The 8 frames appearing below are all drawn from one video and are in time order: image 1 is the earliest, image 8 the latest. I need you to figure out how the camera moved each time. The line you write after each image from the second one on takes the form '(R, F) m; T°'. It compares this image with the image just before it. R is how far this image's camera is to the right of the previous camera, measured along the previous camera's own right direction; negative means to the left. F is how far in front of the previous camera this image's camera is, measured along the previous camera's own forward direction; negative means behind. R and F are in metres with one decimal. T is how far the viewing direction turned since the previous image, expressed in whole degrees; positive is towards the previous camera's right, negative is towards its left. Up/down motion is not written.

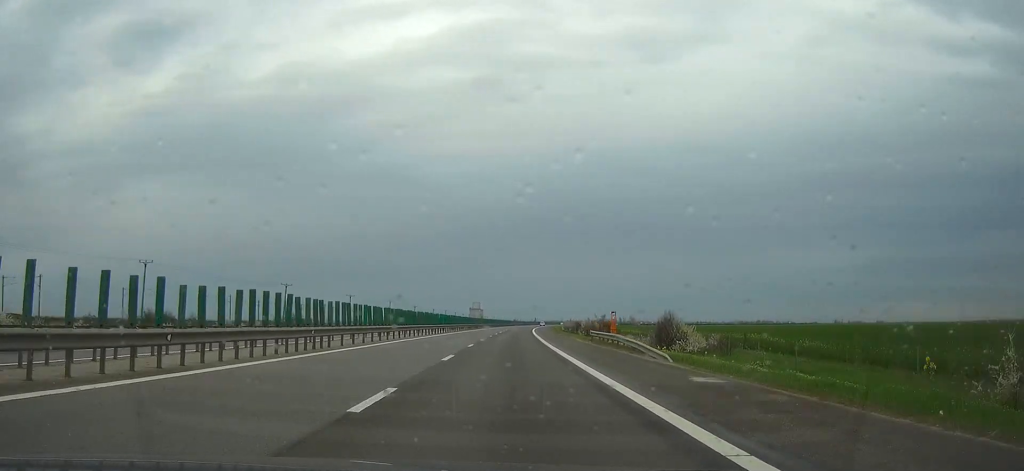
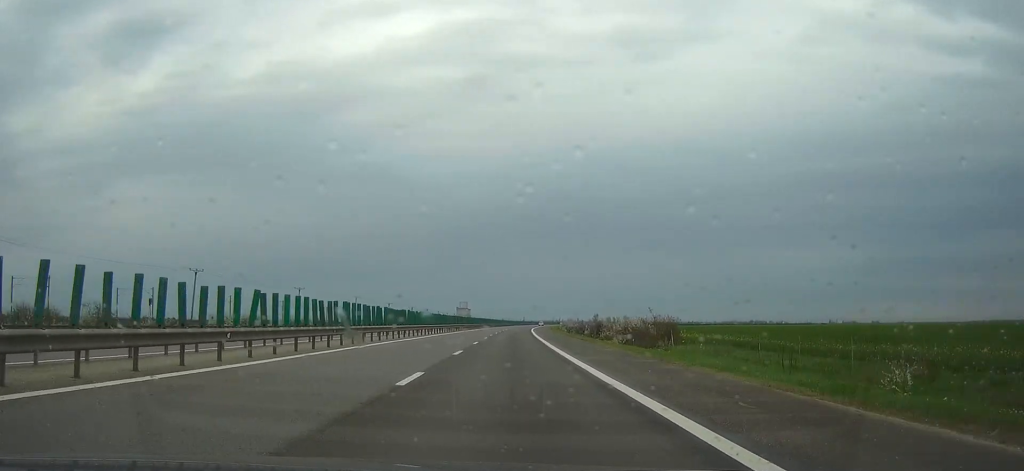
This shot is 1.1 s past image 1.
(+0.3, +43.8) m; +1°
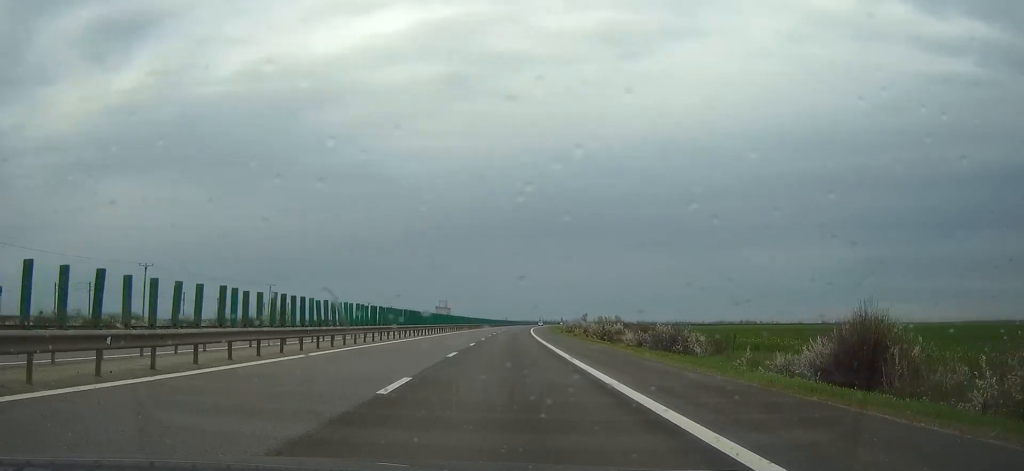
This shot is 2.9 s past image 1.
(+1.1, +73.1) m; +2°
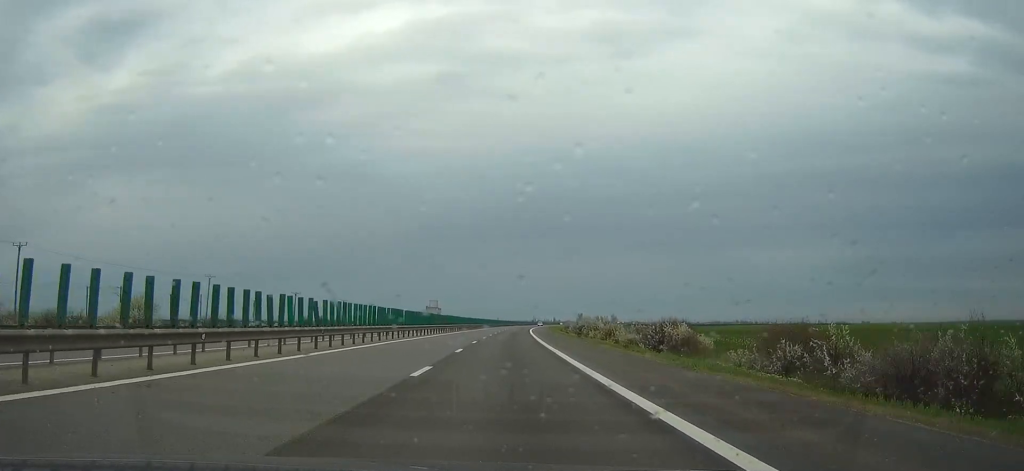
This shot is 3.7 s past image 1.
(+0.1, +32.0) m; +1°
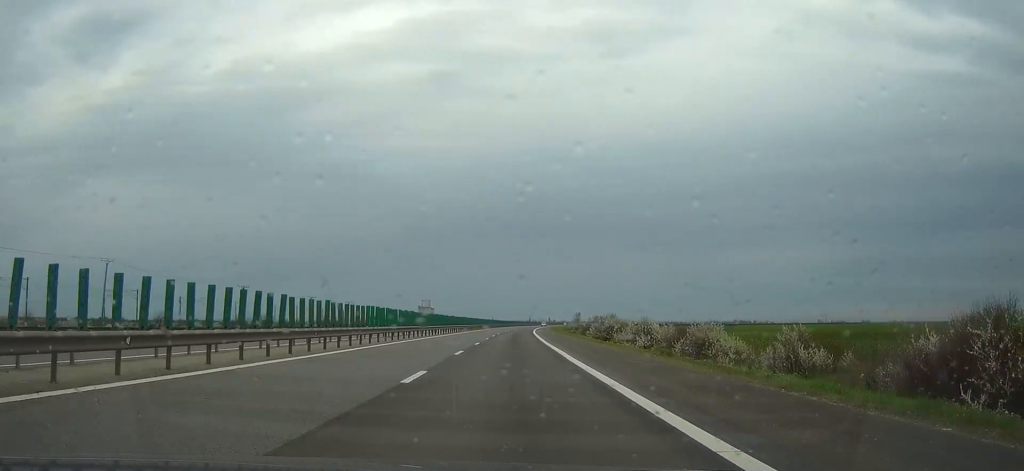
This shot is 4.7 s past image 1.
(+0.2, +37.3) m; +1°
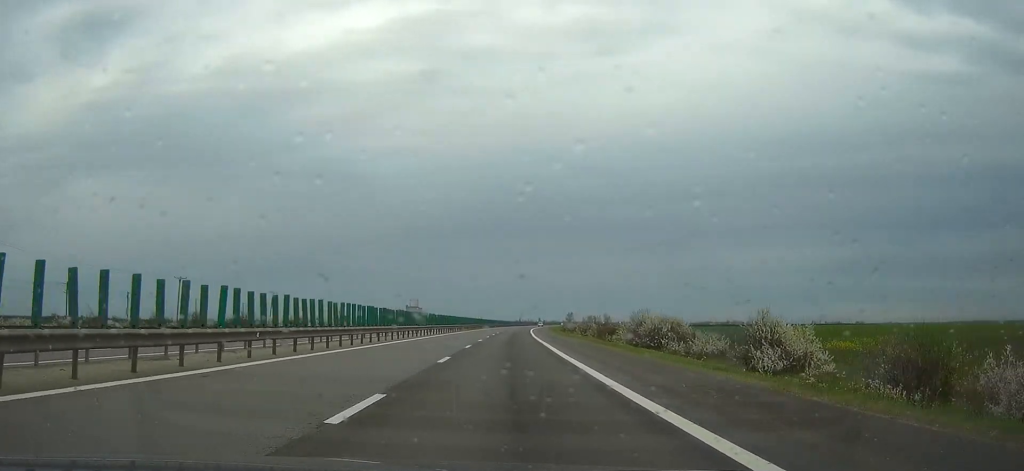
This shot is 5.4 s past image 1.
(+0.1, +29.4) m; +1°
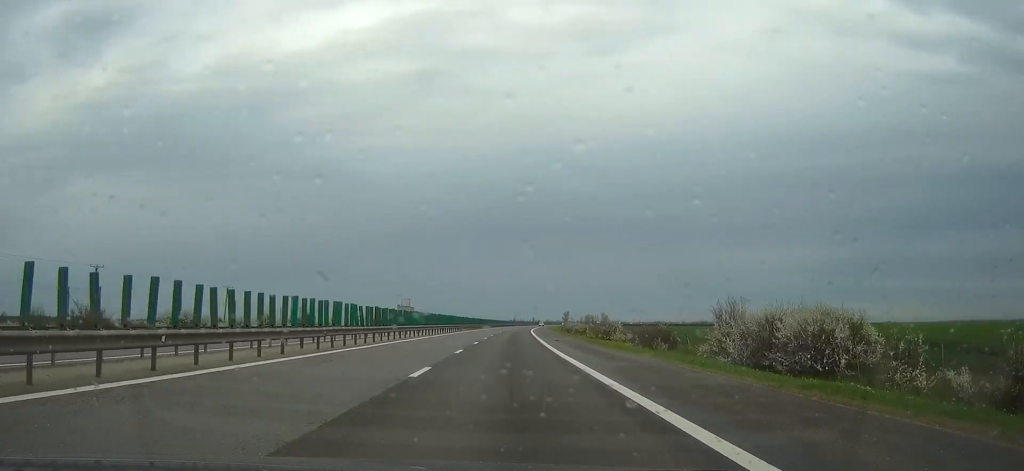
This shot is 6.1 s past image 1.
(+0.2, +29.4) m; +1°
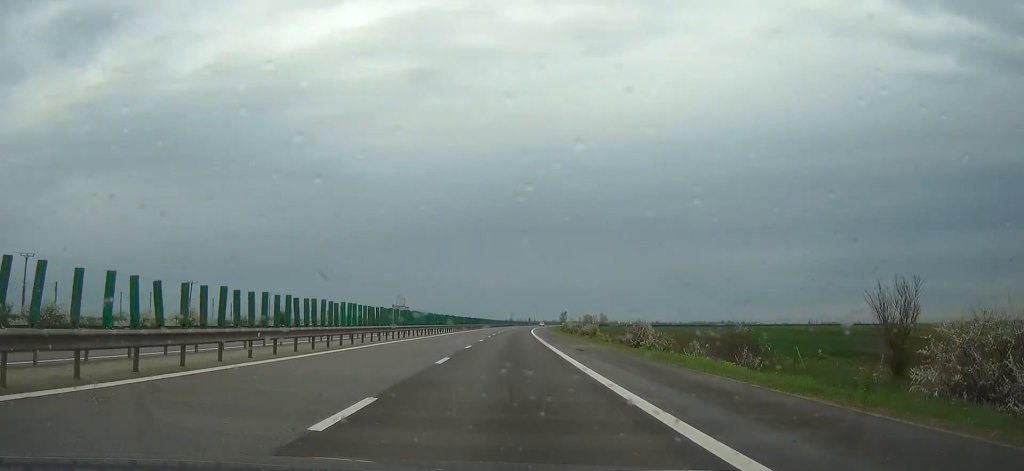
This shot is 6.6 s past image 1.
(+0.1, +18.7) m; 0°
